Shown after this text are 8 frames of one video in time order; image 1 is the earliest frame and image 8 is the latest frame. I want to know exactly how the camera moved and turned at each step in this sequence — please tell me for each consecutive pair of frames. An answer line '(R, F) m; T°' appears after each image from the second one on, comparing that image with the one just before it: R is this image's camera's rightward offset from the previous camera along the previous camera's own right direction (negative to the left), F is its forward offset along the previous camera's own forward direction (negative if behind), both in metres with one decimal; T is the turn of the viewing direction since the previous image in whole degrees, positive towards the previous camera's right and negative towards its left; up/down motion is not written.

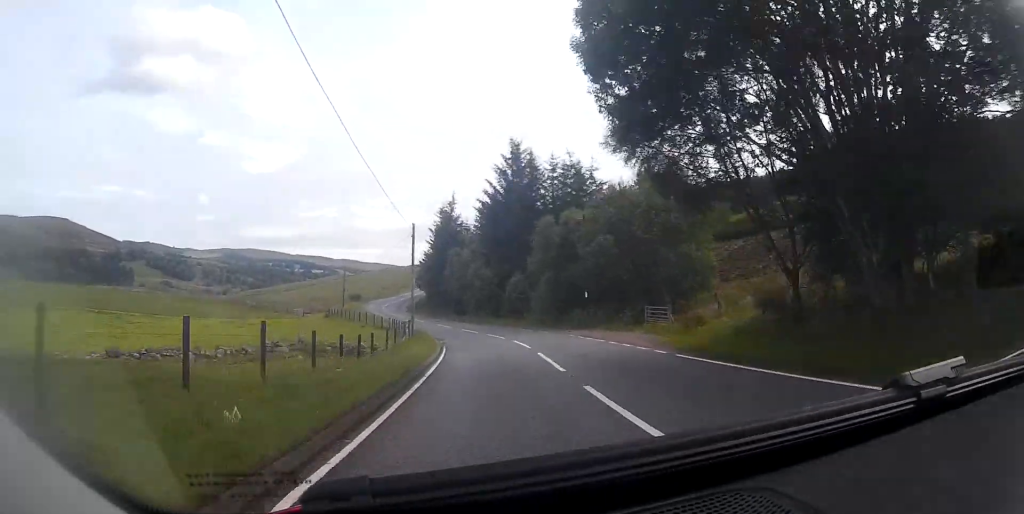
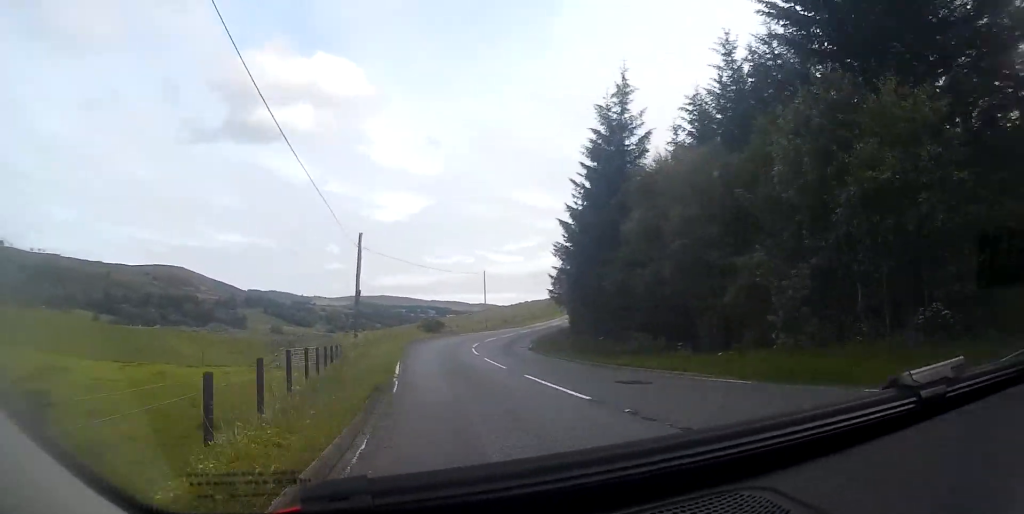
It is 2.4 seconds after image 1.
(-3.4, +48.6) m; -9°
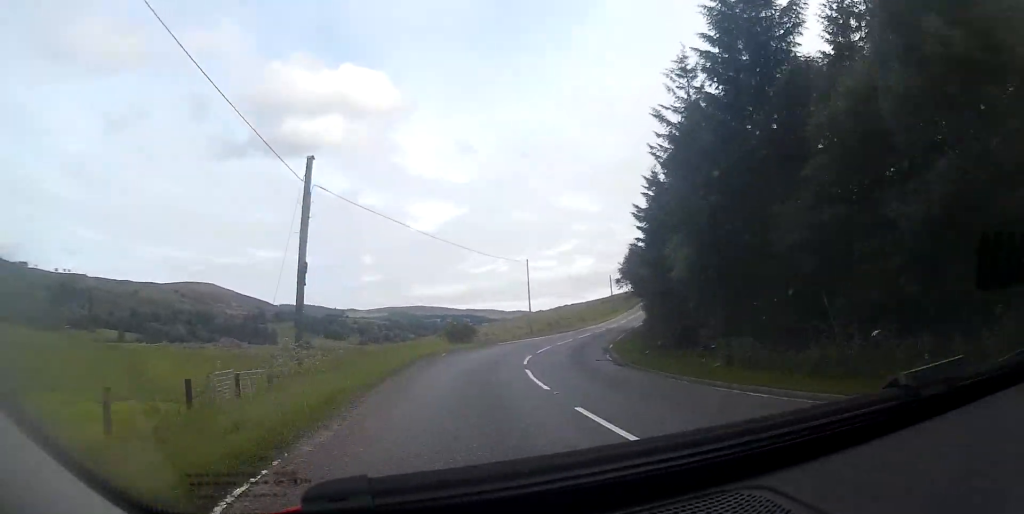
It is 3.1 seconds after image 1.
(-0.4, +15.5) m; -2°
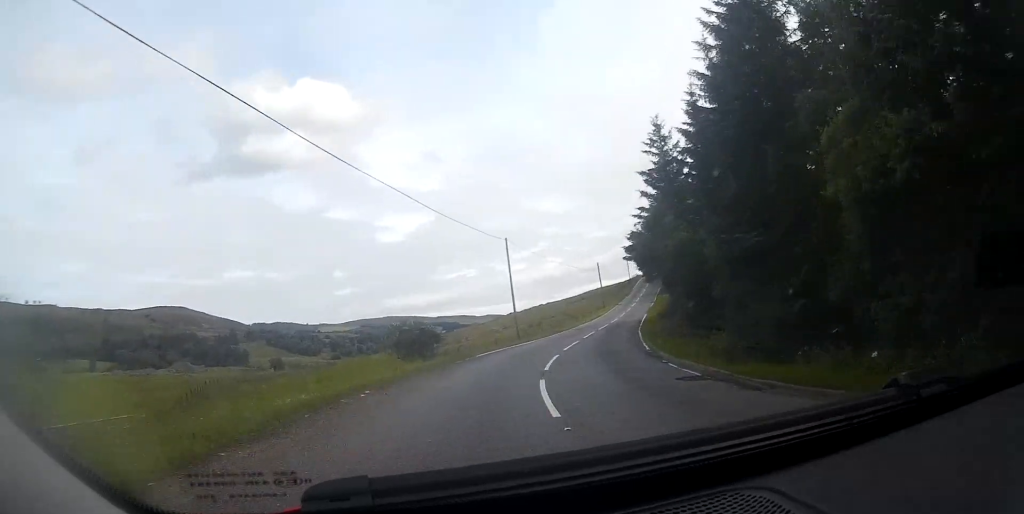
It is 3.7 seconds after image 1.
(-0.3, +13.3) m; 0°
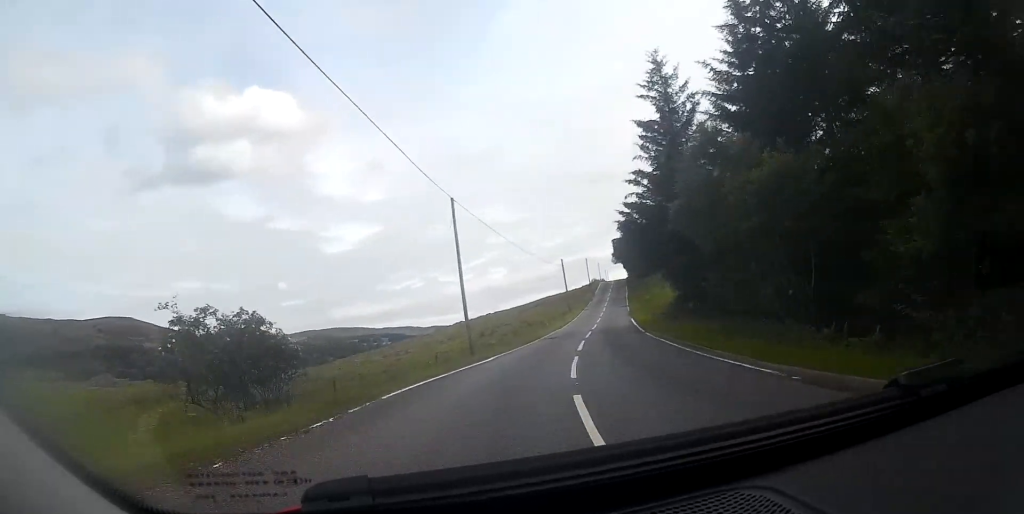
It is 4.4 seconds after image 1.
(+0.3, +13.7) m; +4°
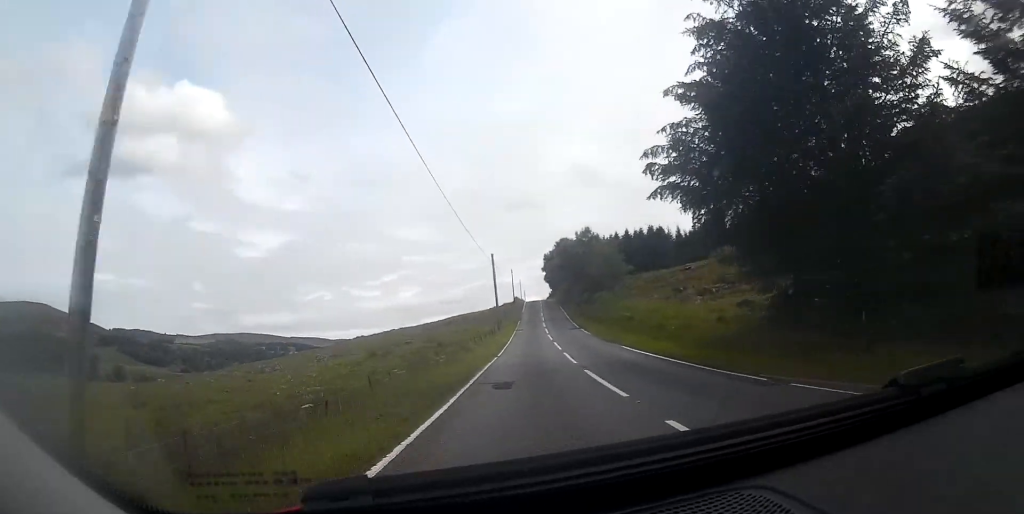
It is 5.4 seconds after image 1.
(+1.2, +20.9) m; +6°
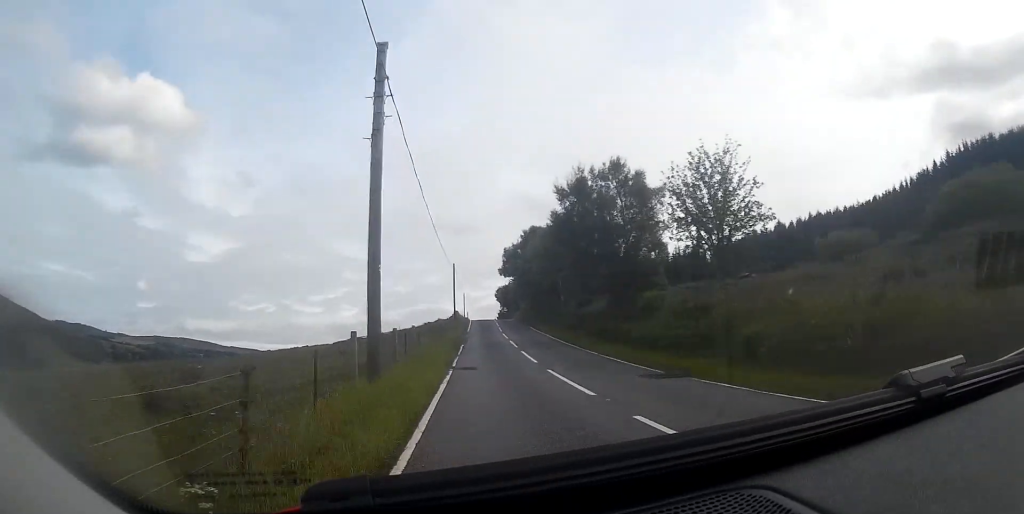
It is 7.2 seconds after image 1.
(+2.7, +35.3) m; +7°
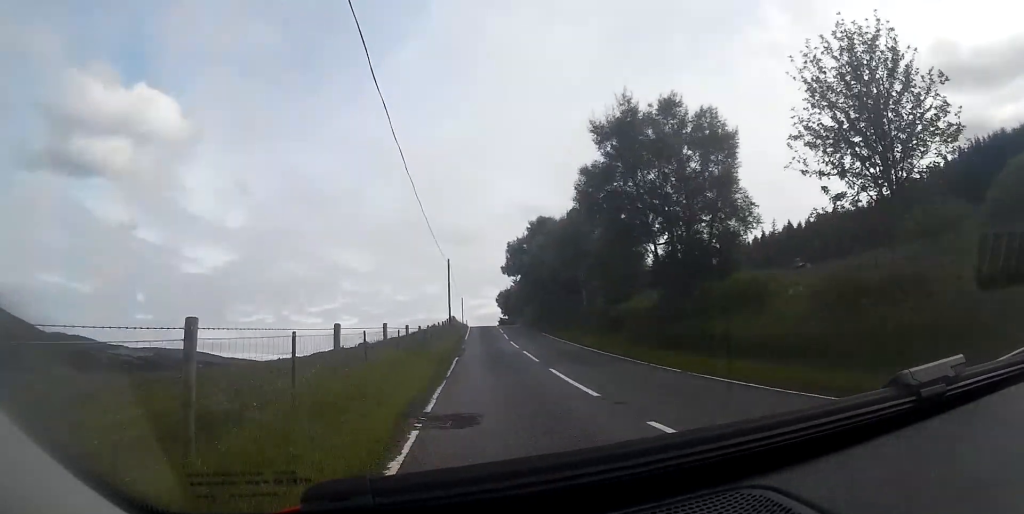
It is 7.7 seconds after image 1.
(+0.2, +9.7) m; +1°
